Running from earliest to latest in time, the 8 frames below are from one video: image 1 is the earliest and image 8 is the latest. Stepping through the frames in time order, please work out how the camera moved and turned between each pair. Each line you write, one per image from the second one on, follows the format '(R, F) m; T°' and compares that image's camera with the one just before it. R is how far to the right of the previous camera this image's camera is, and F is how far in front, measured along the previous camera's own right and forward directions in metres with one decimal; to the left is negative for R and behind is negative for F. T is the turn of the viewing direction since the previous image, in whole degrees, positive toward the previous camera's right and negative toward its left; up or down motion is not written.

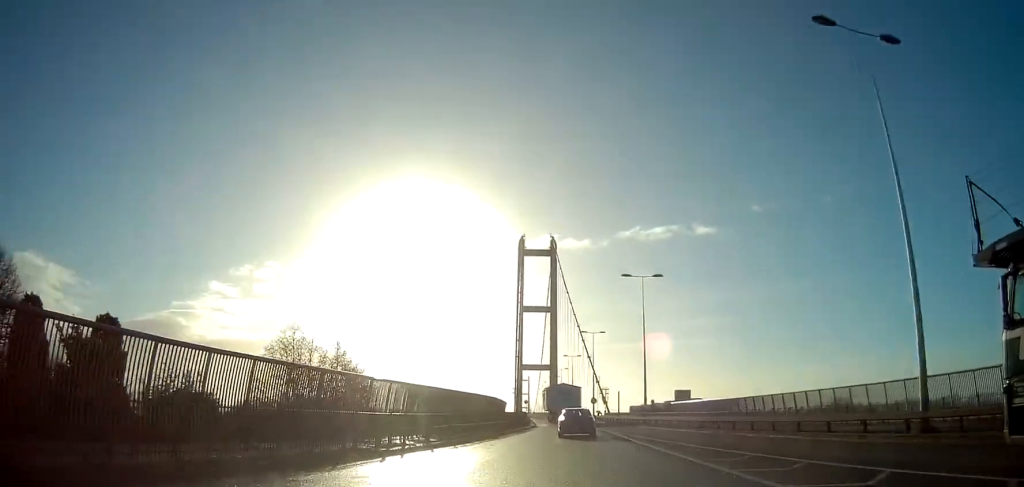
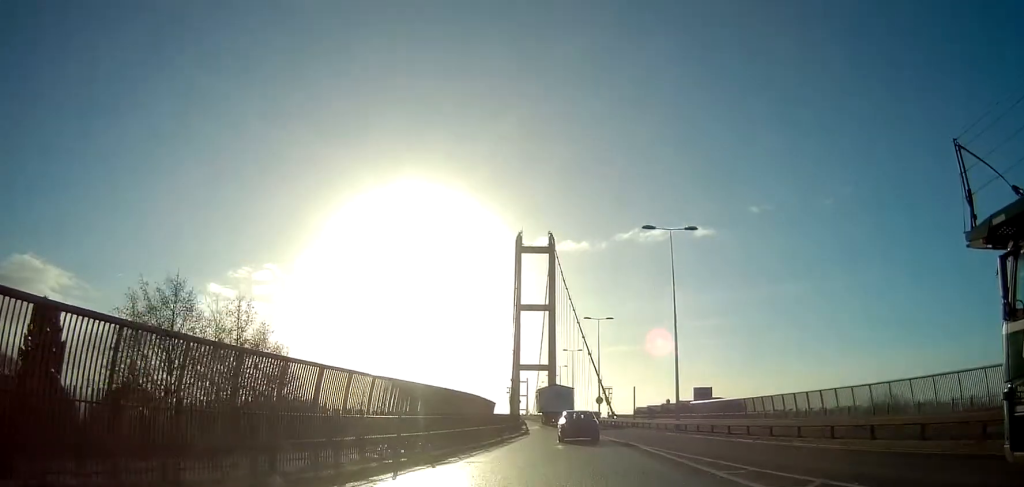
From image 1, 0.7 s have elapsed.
(+0.1, +14.8) m; 0°
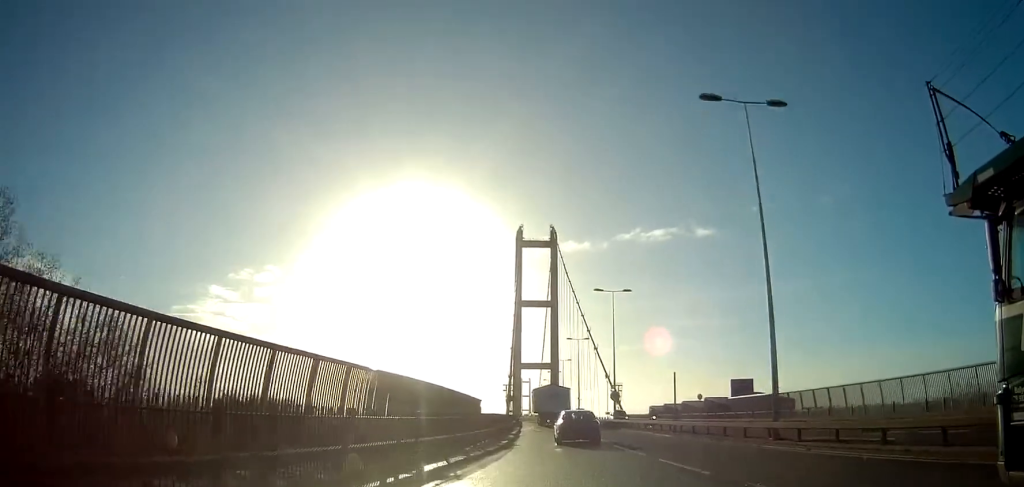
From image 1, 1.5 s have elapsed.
(0.0, +17.2) m; 0°
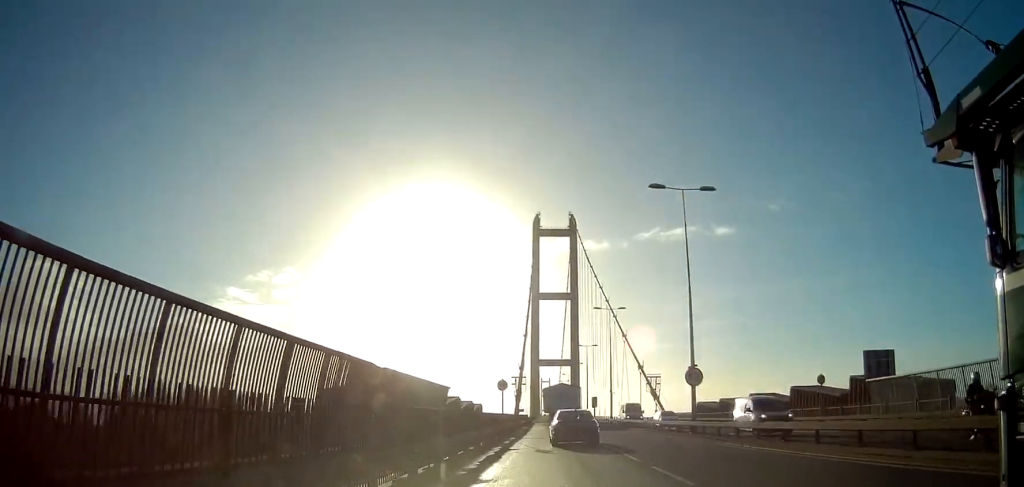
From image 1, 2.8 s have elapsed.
(0.0, +27.0) m; 0°
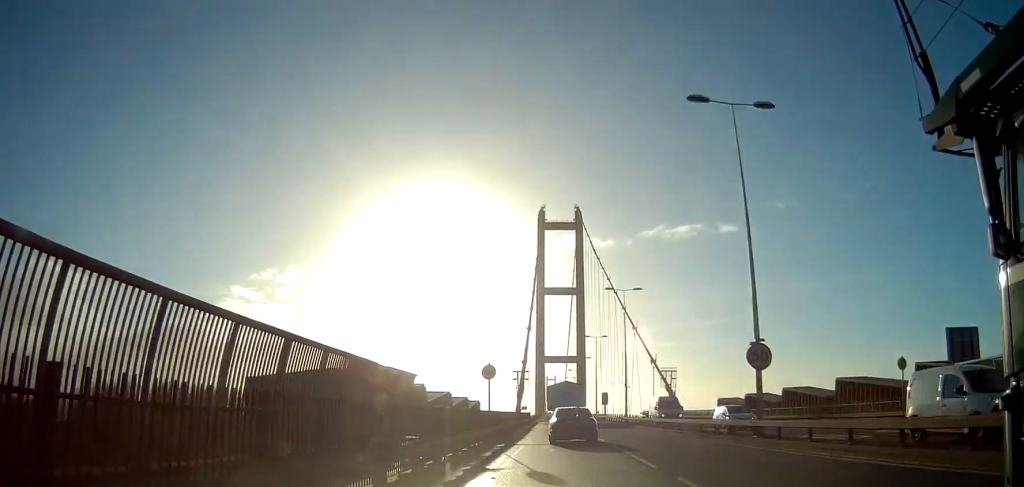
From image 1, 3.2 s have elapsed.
(+0.1, +9.6) m; 0°
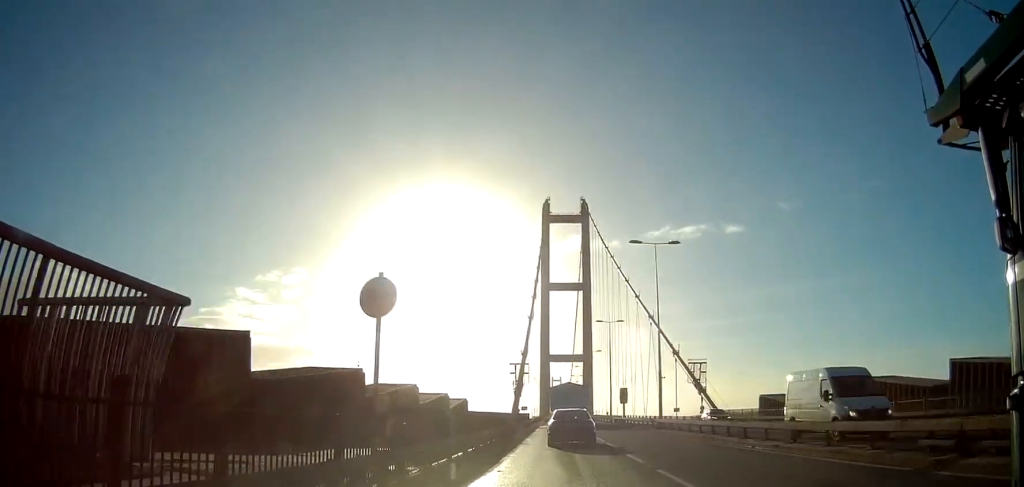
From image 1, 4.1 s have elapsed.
(-0.3, +16.7) m; -1°
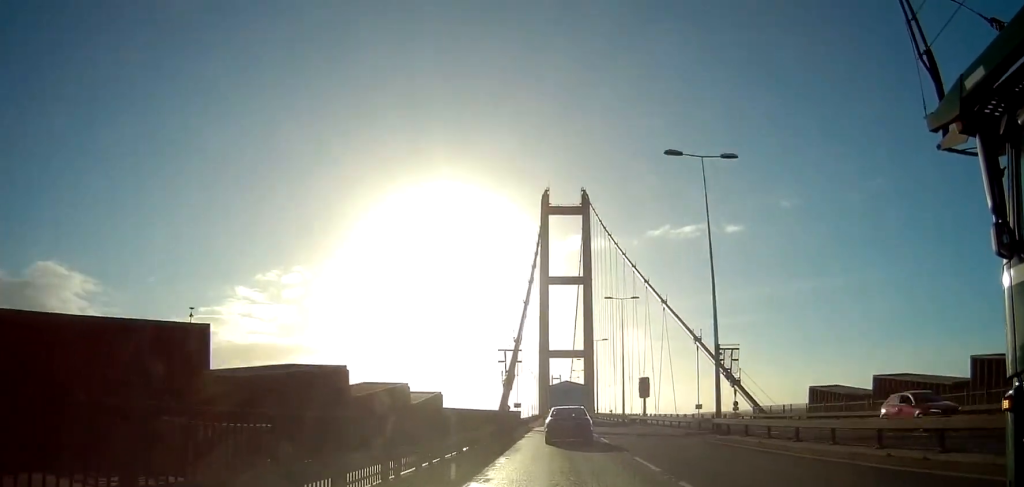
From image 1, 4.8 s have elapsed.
(-0.1, +15.1) m; -1°
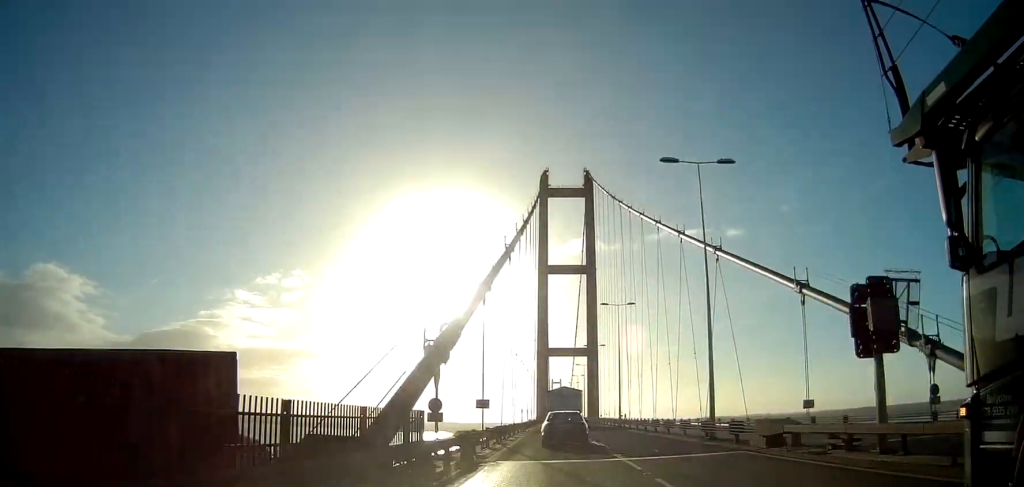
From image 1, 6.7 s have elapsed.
(-0.2, +35.5) m; 0°
